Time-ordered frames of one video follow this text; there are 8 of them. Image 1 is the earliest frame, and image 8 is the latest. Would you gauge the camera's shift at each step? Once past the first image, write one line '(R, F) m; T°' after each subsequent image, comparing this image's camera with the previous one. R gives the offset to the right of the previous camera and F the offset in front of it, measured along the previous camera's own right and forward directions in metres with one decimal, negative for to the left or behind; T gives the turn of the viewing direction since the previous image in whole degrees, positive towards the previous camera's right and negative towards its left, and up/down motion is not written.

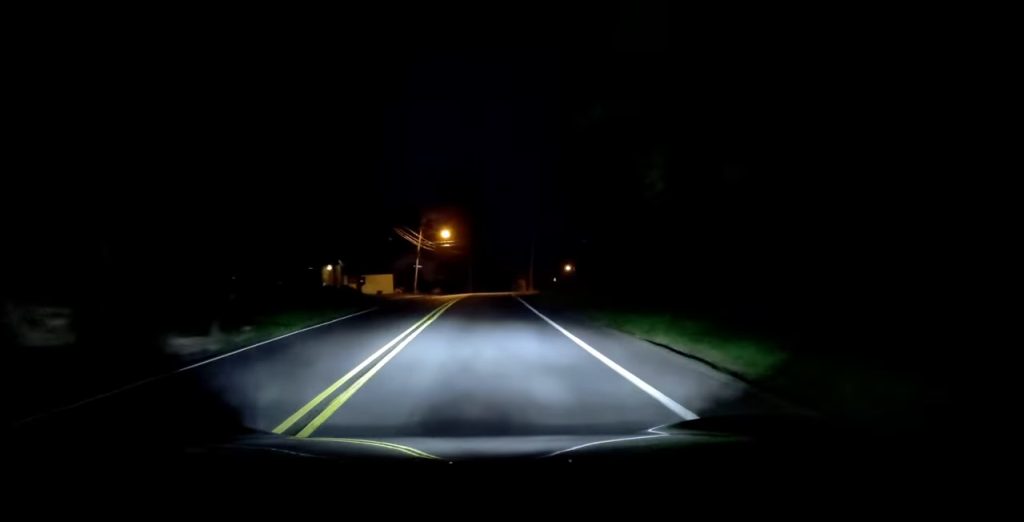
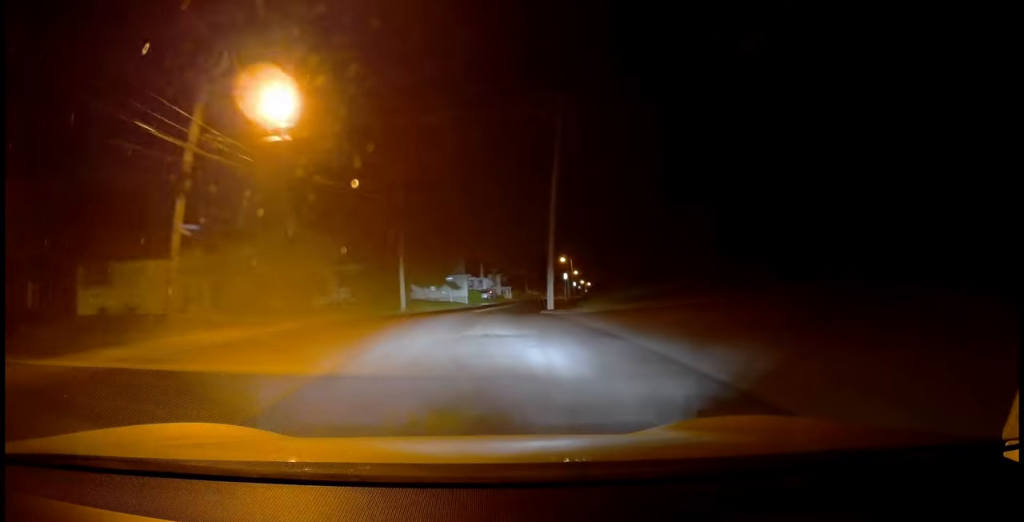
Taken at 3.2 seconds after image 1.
(+0.7, +48.0) m; +4°
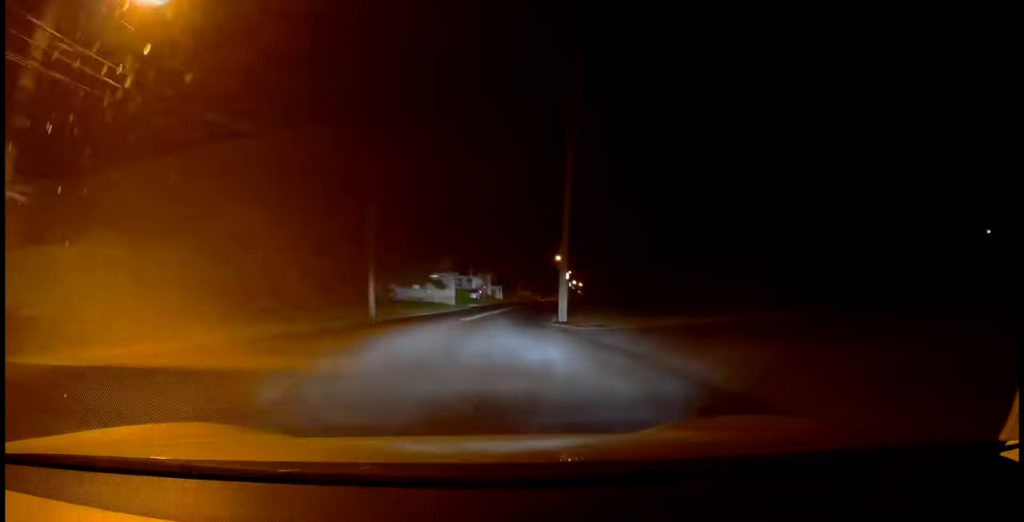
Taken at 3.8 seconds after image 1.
(+0.3, +8.1) m; +2°
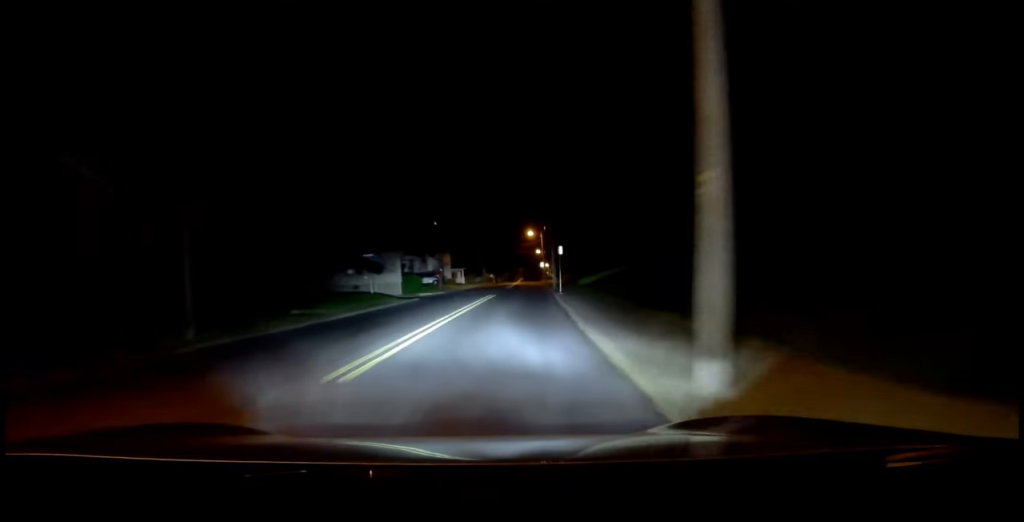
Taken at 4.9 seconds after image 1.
(+0.2, +17.4) m; +1°
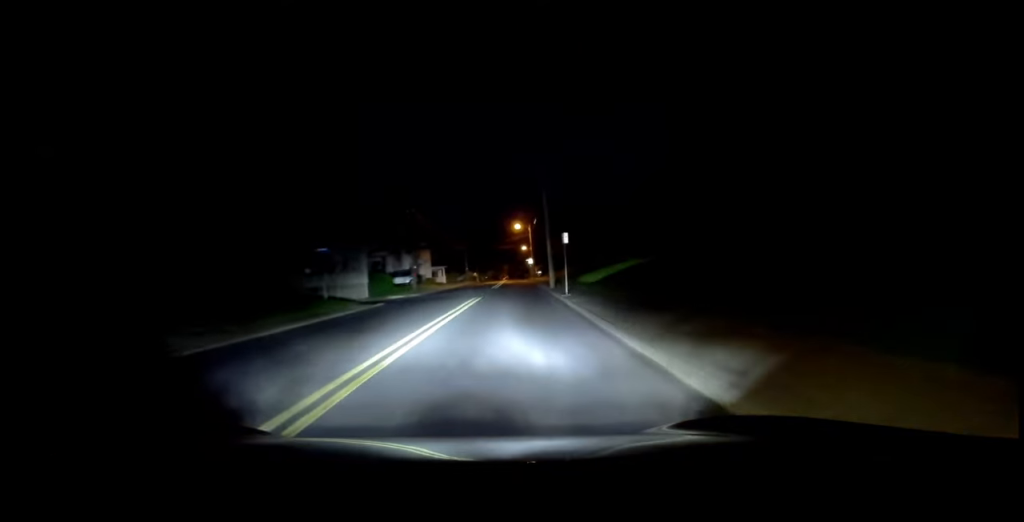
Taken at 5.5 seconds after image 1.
(0.0, +8.7) m; 0°
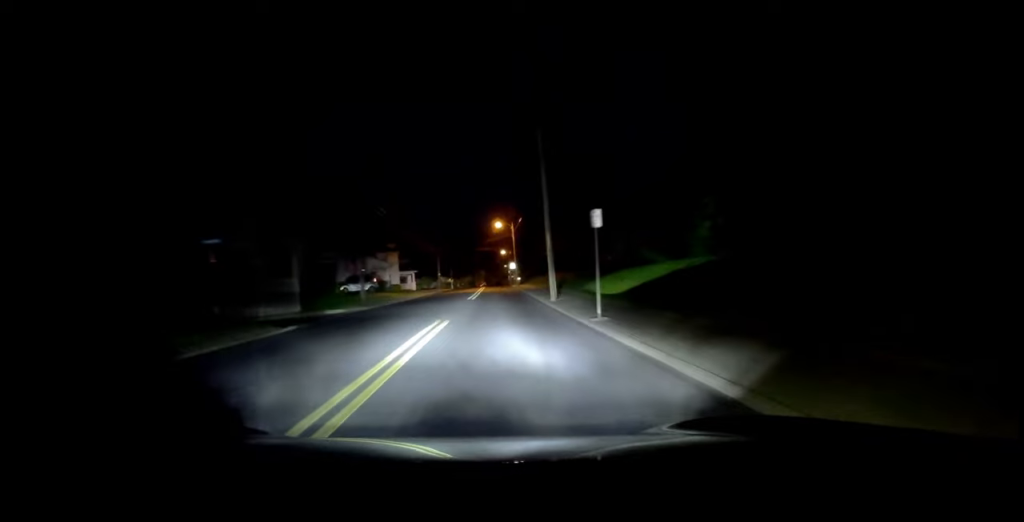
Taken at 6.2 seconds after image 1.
(0.0, +11.2) m; 0°
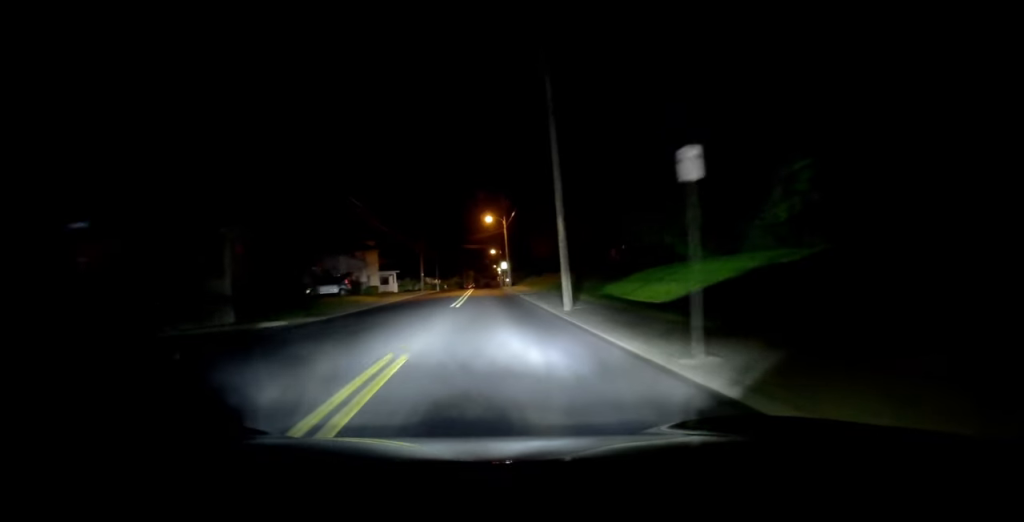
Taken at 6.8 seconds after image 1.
(0.0, +7.5) m; 0°
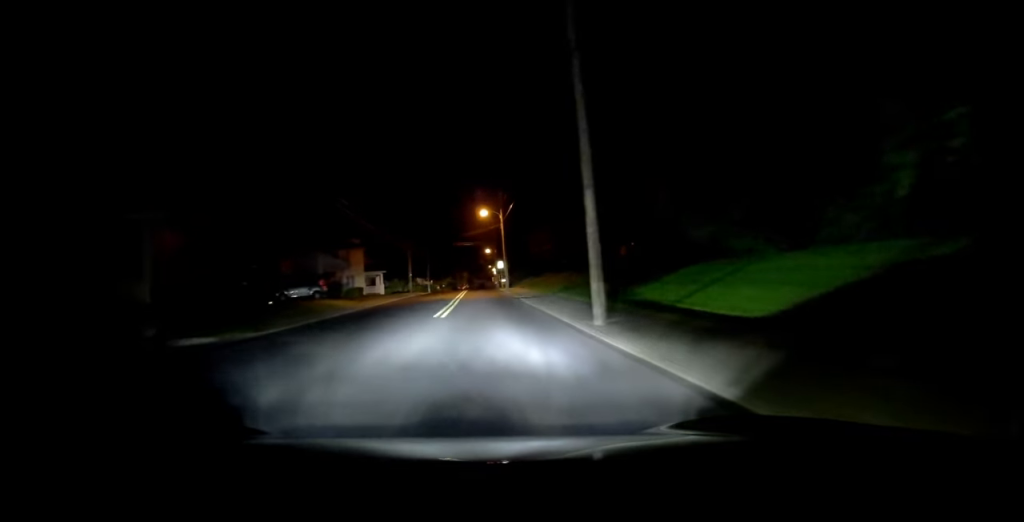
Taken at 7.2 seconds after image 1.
(0.0, +6.3) m; +1°
